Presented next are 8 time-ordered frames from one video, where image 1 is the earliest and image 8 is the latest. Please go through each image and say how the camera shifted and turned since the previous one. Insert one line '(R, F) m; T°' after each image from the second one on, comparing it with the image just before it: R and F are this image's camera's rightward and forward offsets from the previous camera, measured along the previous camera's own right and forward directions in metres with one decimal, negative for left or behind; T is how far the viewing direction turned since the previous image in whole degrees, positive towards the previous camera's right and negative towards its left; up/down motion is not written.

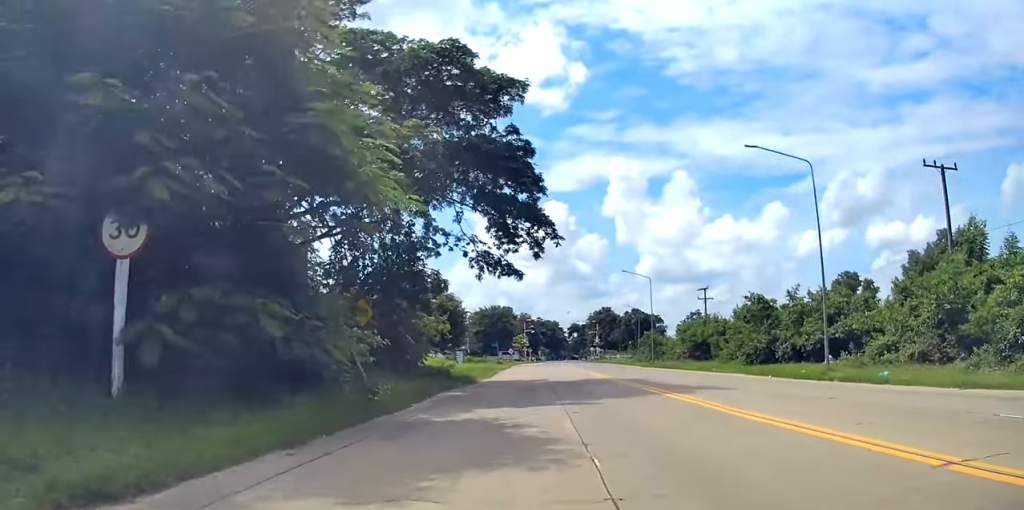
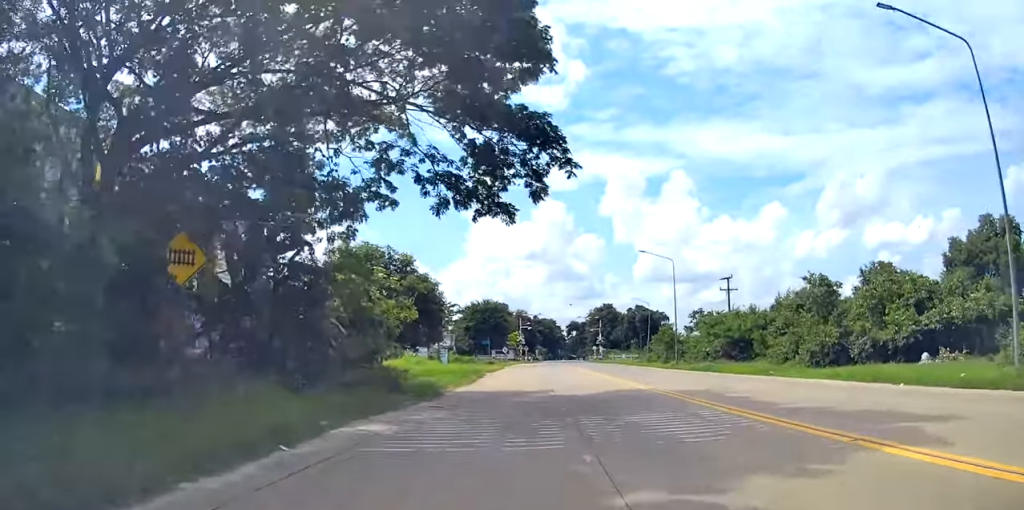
(-0.1, +11.6) m; 0°
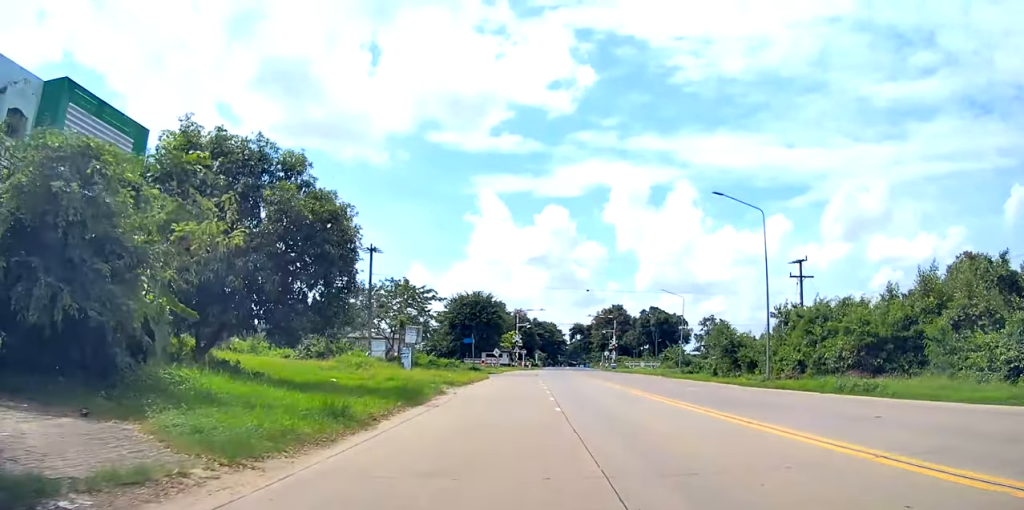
(+0.4, +20.5) m; +2°
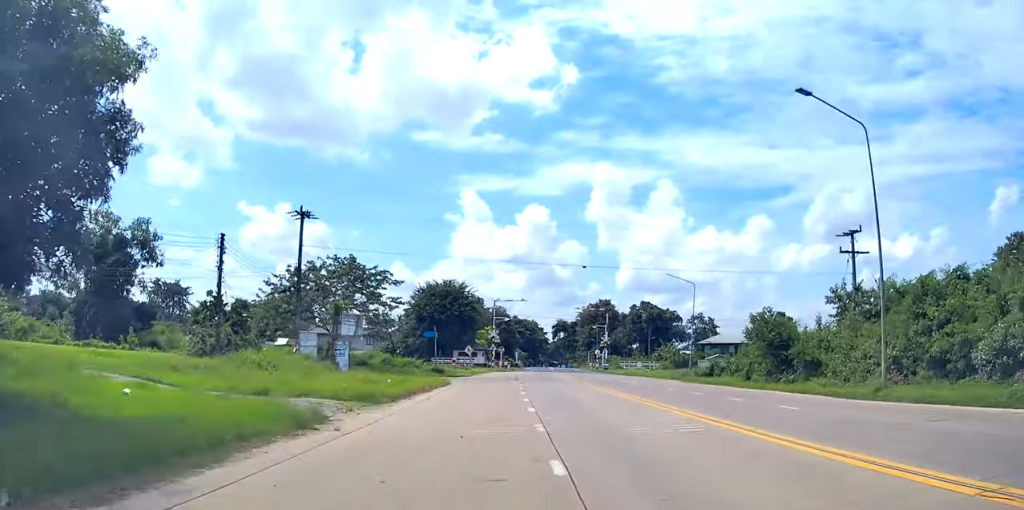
(-0.3, +13.2) m; +2°
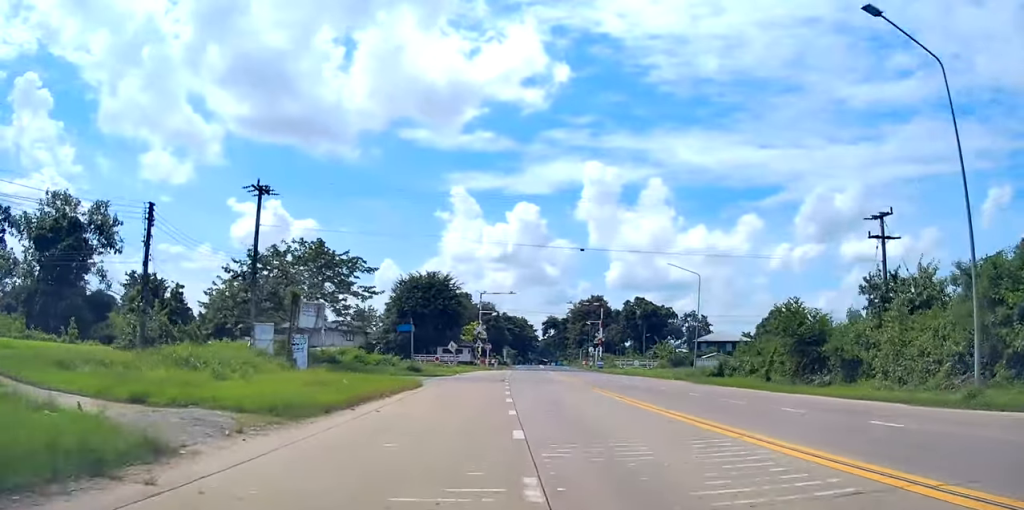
(+0.3, +5.4) m; 0°
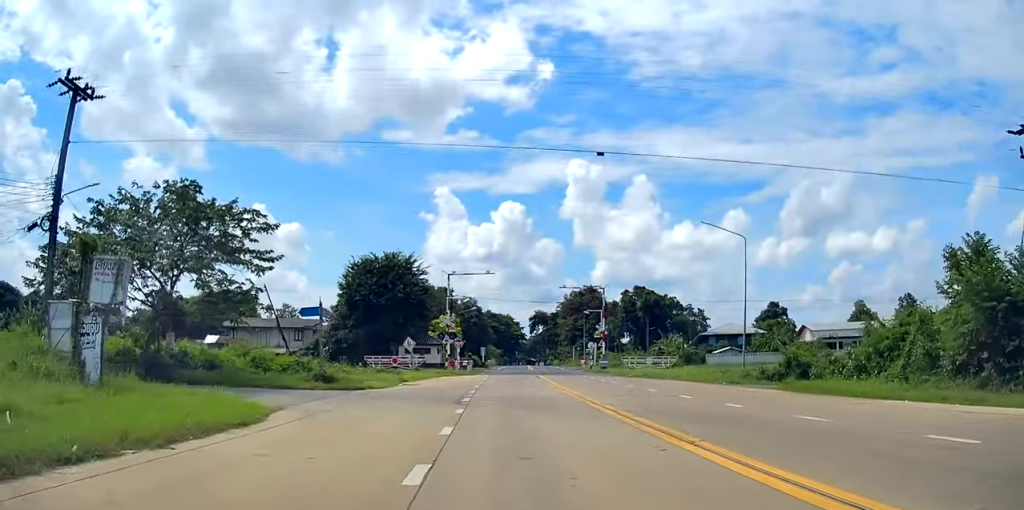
(0.0, +15.5) m; -4°
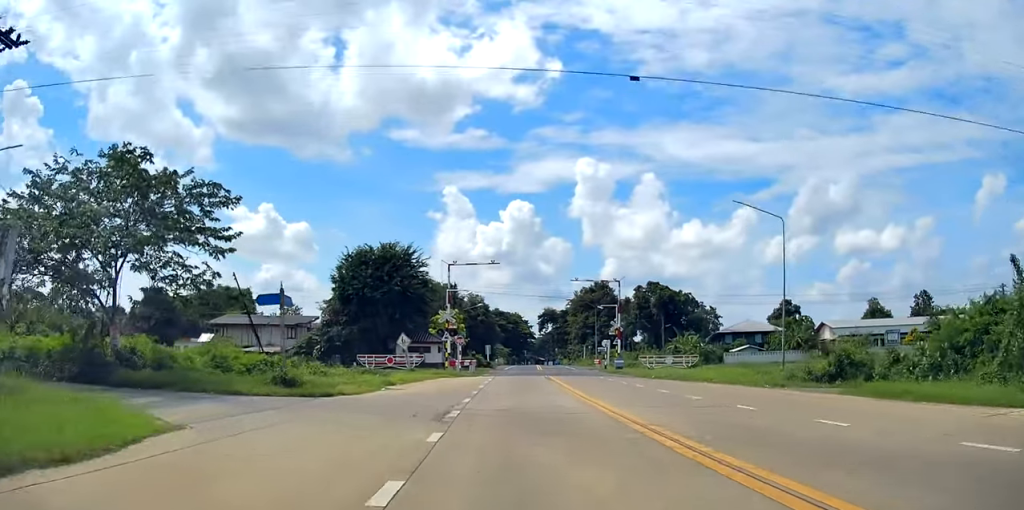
(-0.1, +5.3) m; -3°
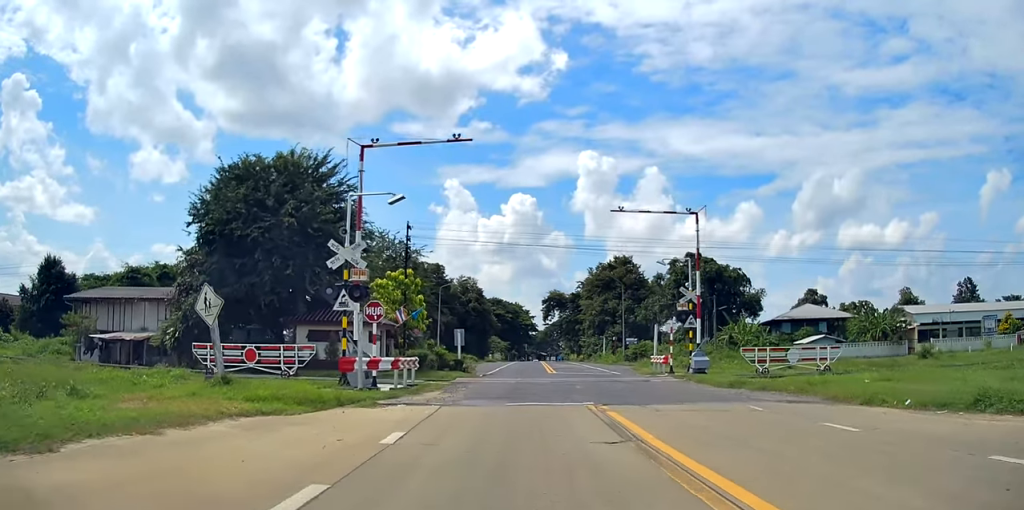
(+0.7, +27.8) m; +5°
